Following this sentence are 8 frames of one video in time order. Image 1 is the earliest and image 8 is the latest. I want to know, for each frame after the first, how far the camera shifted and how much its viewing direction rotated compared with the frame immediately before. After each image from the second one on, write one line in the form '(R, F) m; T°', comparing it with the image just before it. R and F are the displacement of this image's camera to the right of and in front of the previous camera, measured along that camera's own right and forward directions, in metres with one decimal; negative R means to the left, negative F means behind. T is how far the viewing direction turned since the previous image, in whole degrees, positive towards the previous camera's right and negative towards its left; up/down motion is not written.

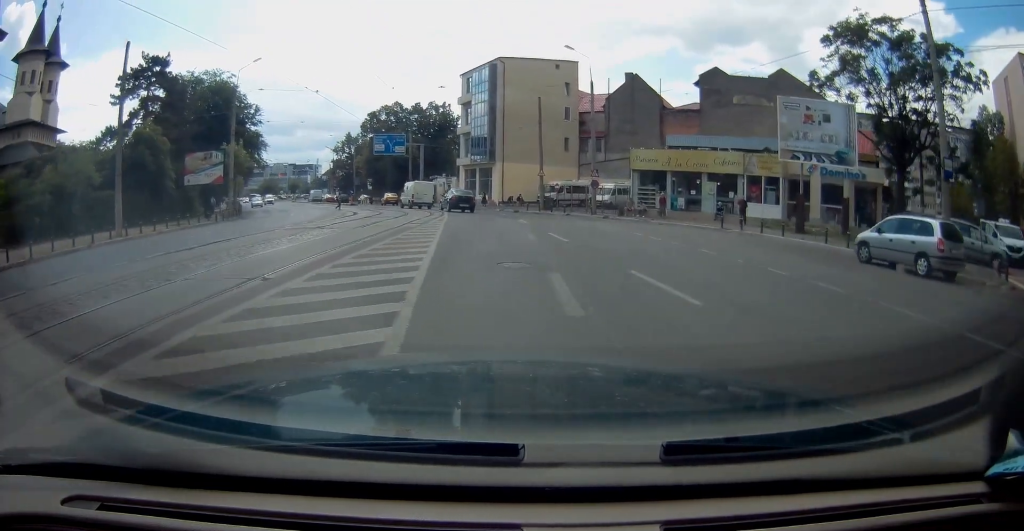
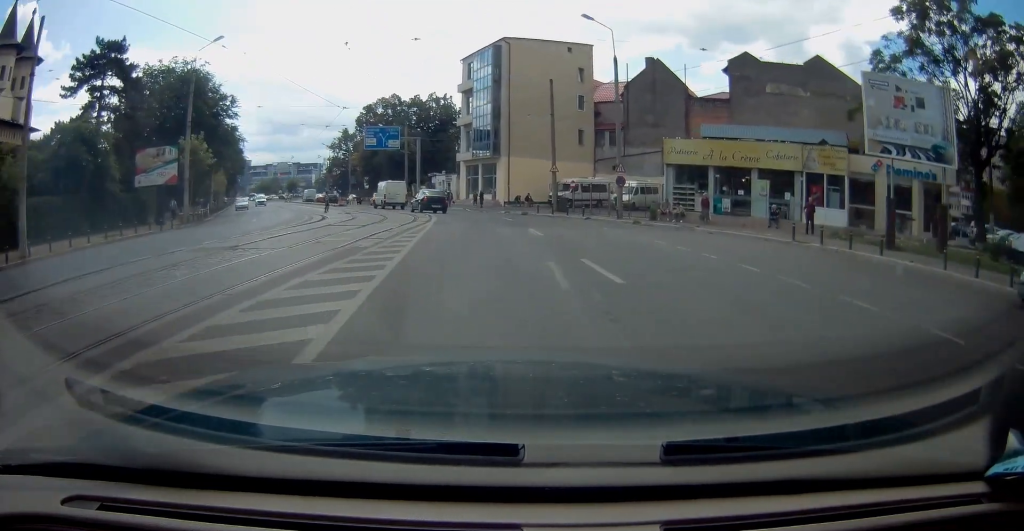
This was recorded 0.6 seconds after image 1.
(0.0, +7.6) m; -1°
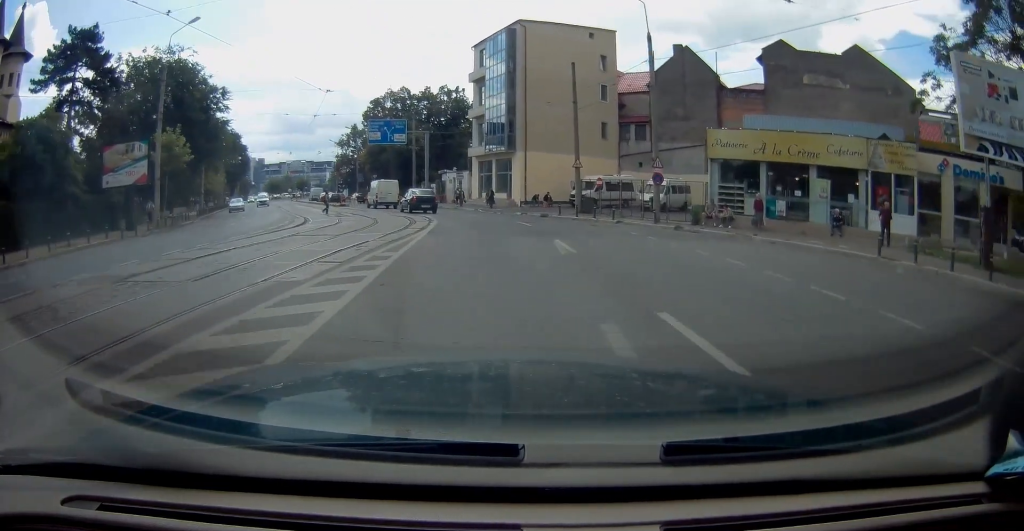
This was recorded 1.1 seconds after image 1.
(0.0, +5.2) m; -1°
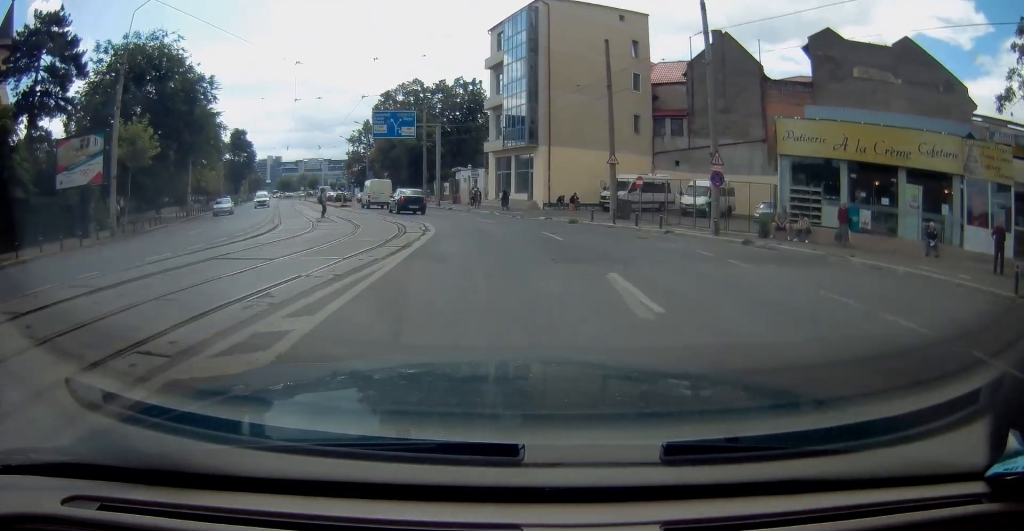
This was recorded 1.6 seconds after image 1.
(0.0, +6.0) m; -2°
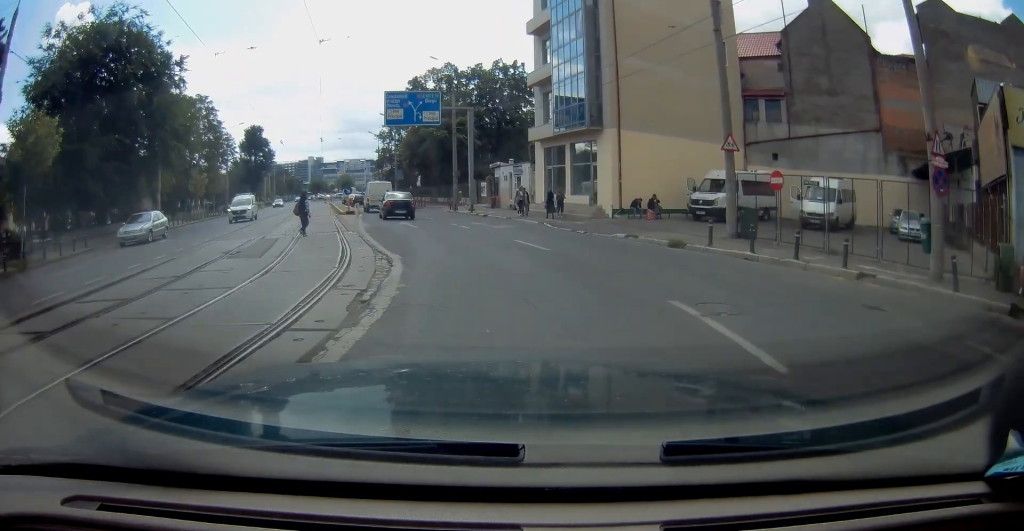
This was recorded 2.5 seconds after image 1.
(-0.4, +11.4) m; -4°
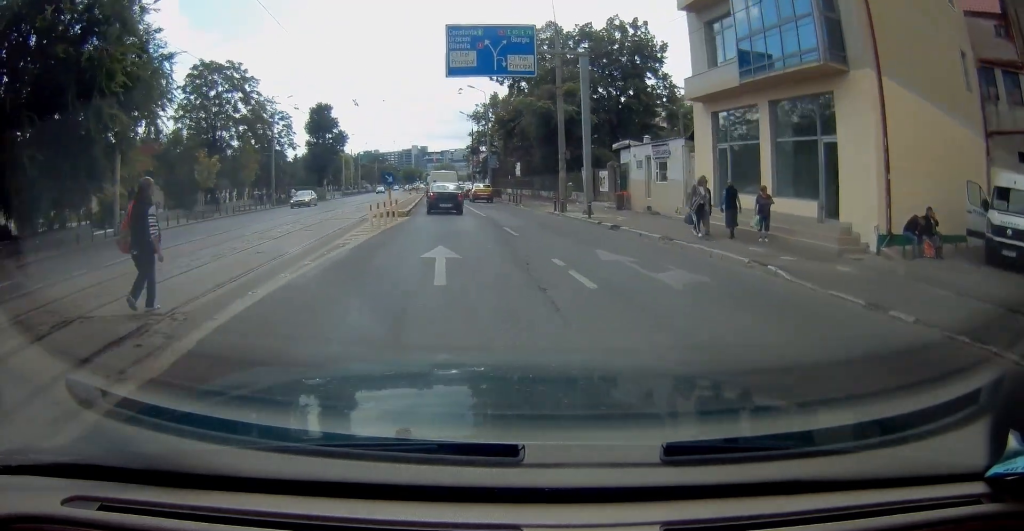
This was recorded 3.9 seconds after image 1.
(-1.0, +15.6) m; -8°
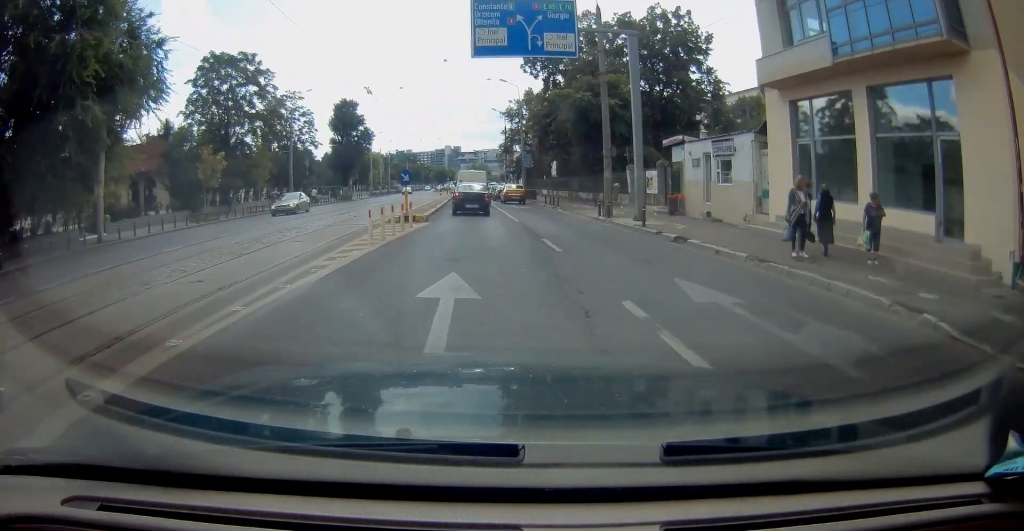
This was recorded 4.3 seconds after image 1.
(-0.2, +4.0) m; -2°
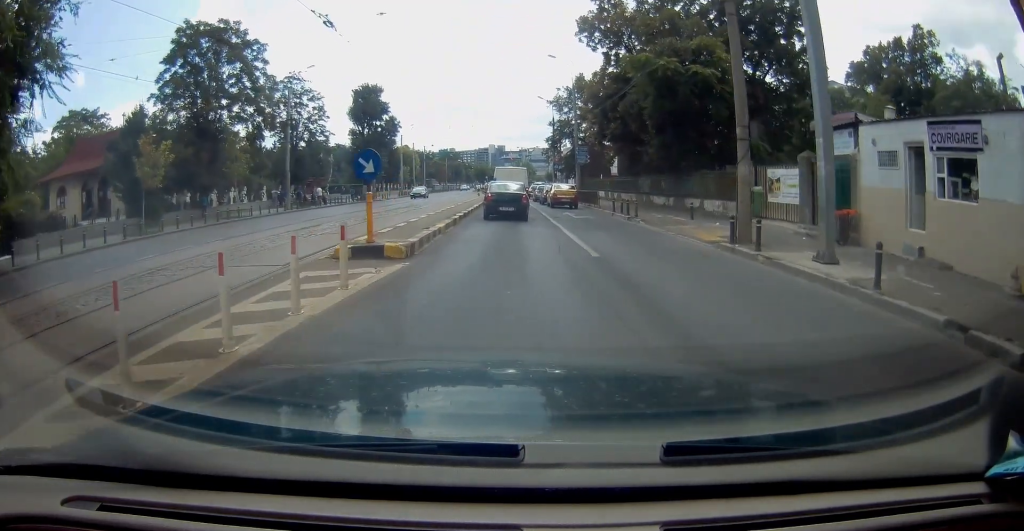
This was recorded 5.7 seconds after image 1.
(-0.5, +11.8) m; -4°
